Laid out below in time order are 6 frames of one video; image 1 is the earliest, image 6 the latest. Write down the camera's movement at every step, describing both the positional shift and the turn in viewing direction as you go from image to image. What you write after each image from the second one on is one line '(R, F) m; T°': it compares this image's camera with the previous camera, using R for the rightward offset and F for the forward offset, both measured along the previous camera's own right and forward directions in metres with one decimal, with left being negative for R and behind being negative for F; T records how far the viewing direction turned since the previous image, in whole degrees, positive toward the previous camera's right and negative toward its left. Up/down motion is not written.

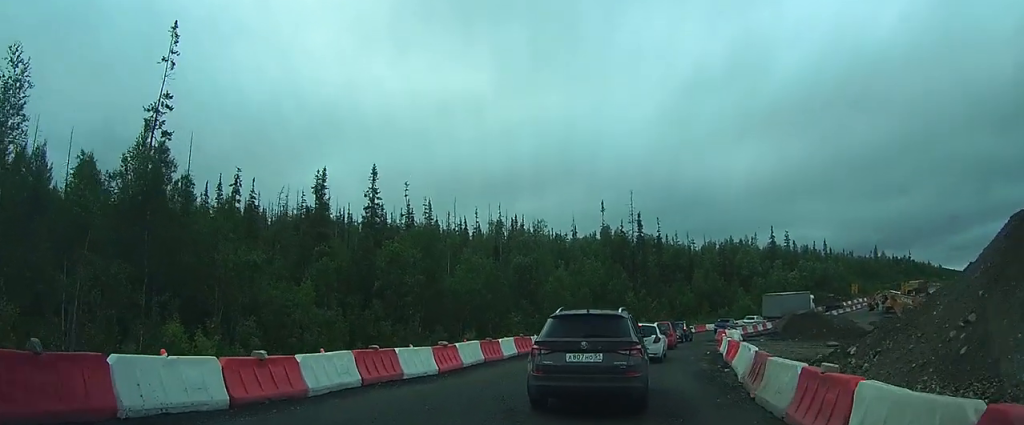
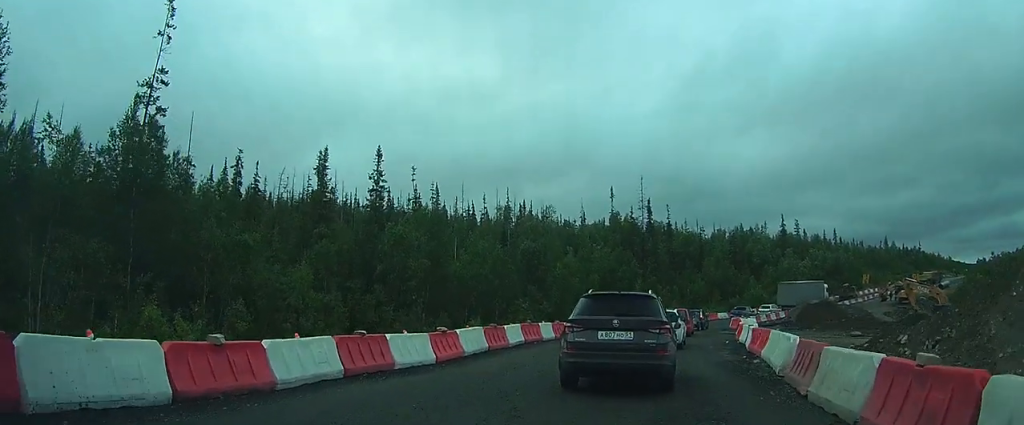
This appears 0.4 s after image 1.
(0.0, +1.7) m; +3°
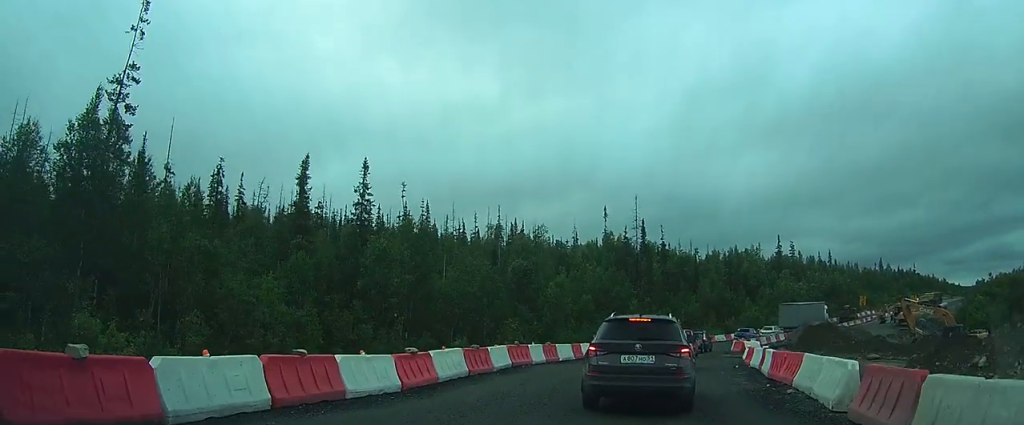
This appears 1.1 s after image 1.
(0.0, +2.5) m; +5°
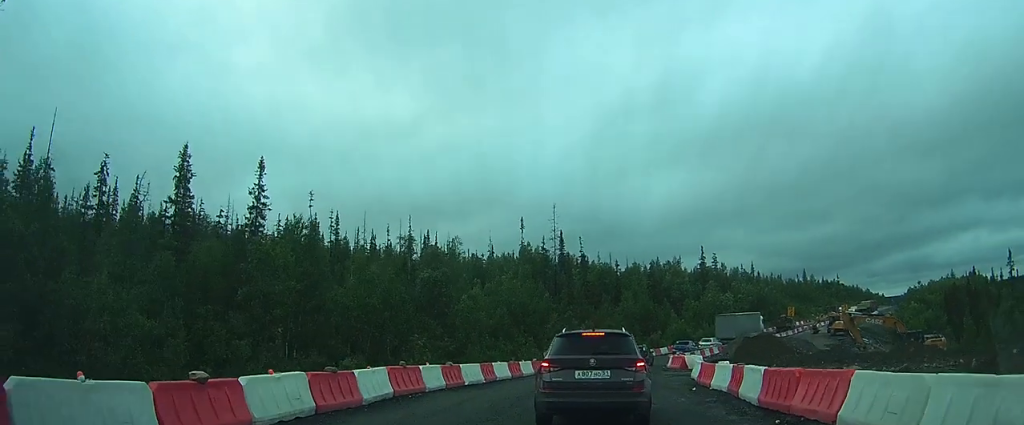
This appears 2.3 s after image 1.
(+0.6, +4.7) m; +9°
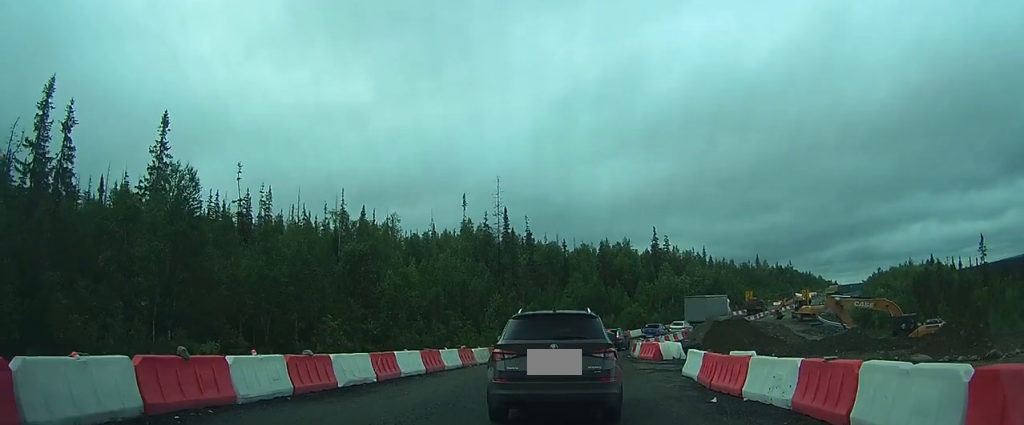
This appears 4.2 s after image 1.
(+0.5, +6.8) m; +7°
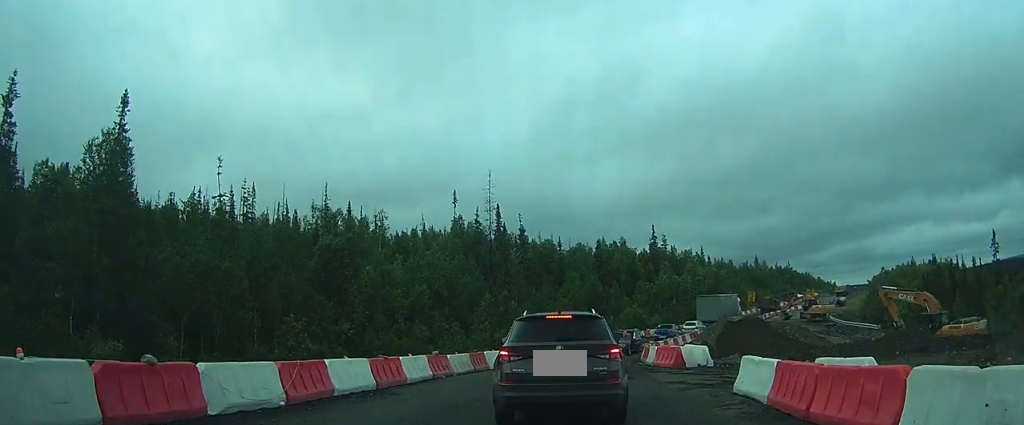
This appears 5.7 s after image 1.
(-0.2, +5.4) m; -3°
